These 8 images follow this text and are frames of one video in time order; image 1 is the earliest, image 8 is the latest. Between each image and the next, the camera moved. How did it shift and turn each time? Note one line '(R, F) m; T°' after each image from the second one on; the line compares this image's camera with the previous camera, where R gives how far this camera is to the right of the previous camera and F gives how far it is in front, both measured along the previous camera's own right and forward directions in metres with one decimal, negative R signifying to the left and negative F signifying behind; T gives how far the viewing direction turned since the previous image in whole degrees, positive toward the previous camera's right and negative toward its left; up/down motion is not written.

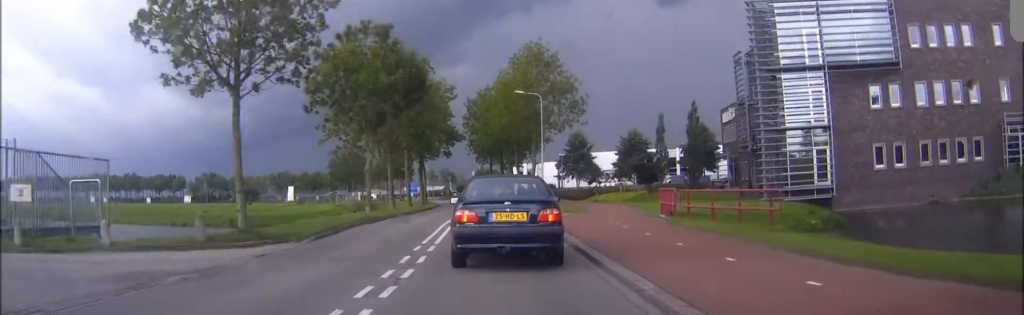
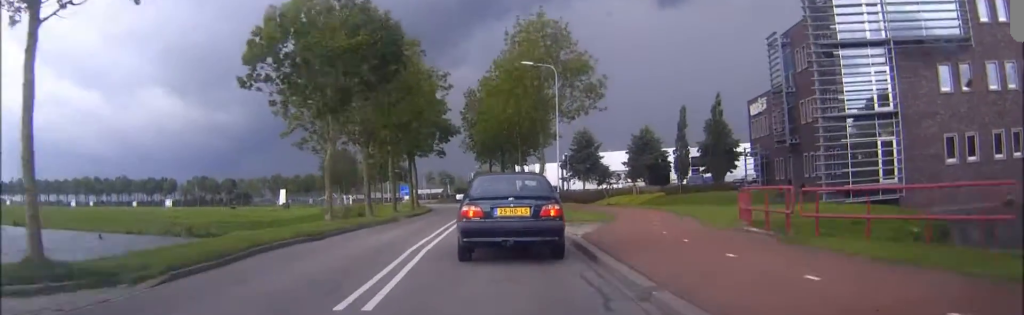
(-0.1, +9.7) m; 0°
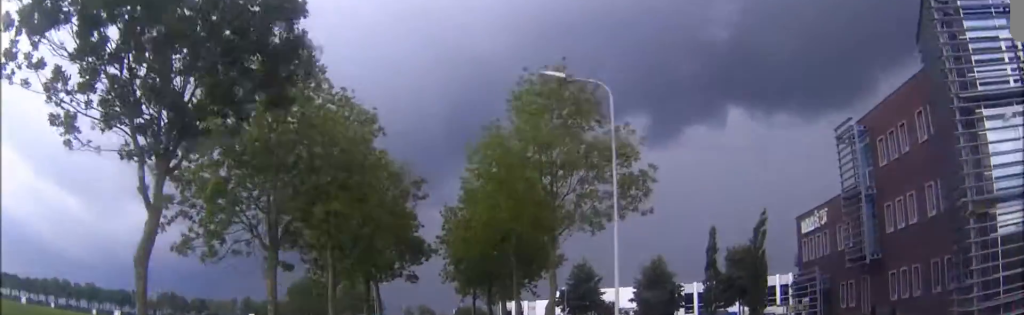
(+0.1, +15.8) m; +1°
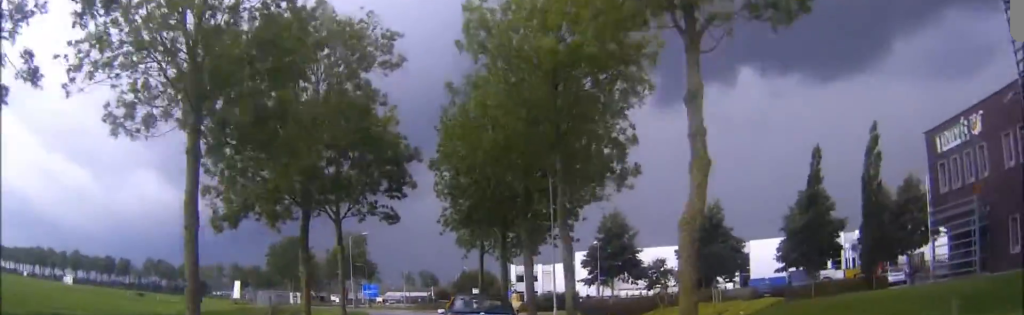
(+0.1, +19.1) m; +1°
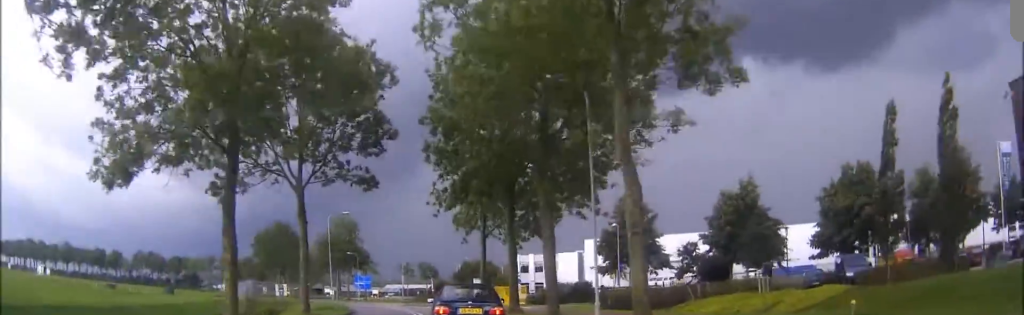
(0.0, +8.8) m; 0°
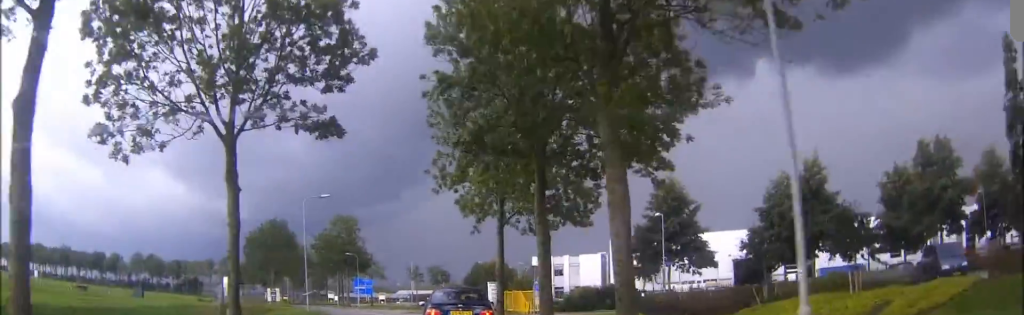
(0.0, +10.1) m; -1°
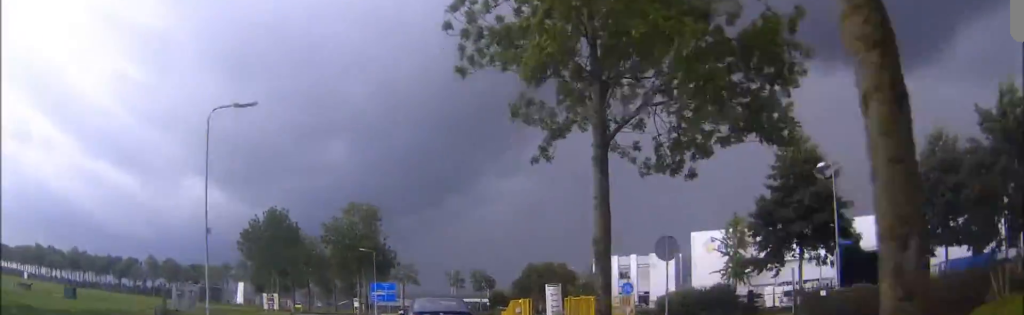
(-0.5, +18.3) m; -4°
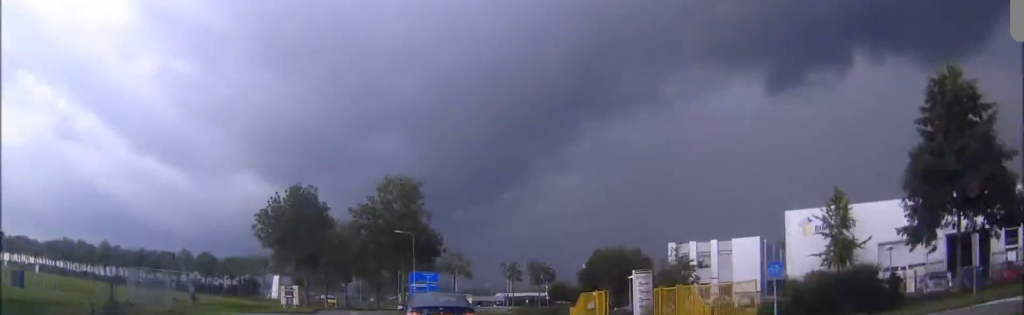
(-0.3, +11.7) m; -3°
